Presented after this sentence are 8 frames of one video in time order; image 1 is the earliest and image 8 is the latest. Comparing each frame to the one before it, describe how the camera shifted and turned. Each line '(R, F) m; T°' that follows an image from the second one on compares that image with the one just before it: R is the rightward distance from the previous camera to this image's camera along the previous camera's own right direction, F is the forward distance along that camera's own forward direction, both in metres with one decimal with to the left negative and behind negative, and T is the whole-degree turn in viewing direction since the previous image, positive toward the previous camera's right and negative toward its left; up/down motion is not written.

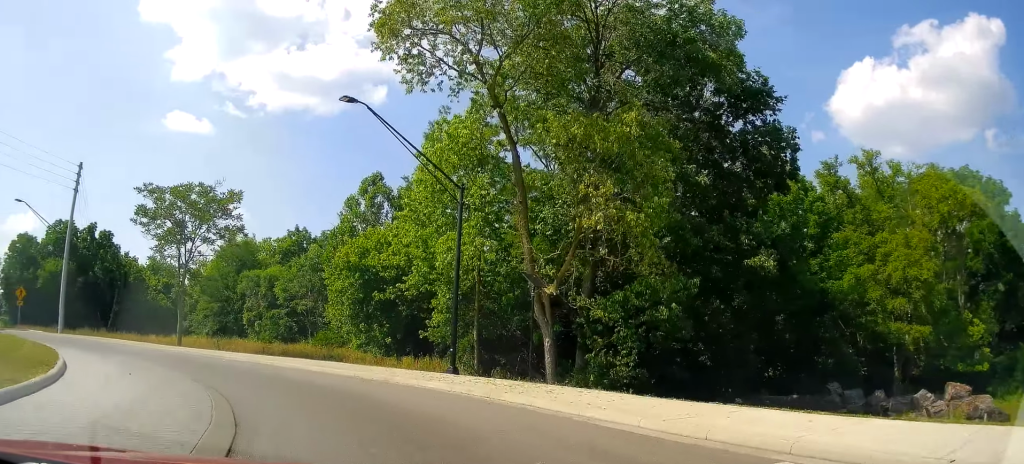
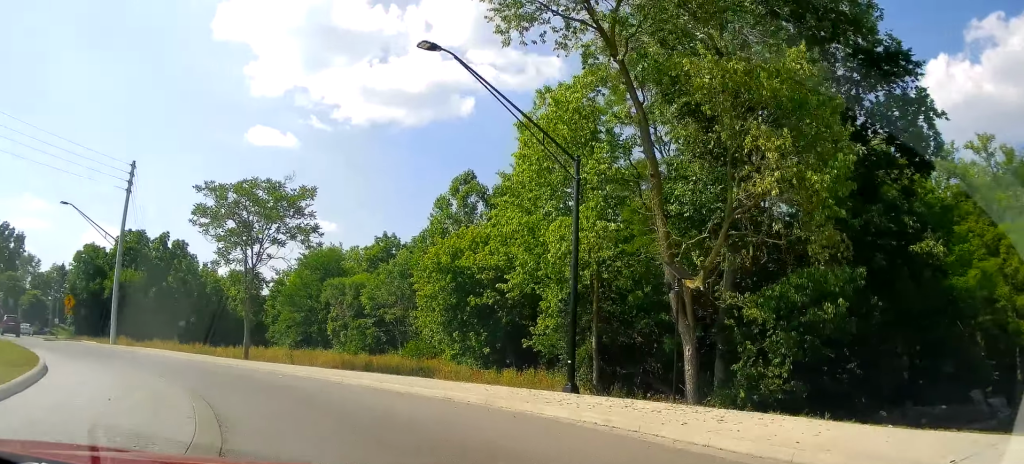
(-0.8, +4.2) m; -8°
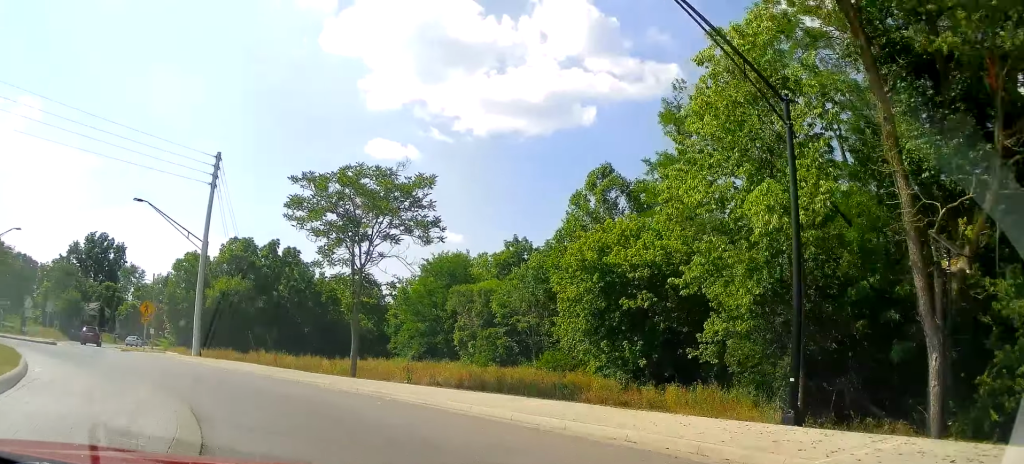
(-0.4, +4.9) m; -4°
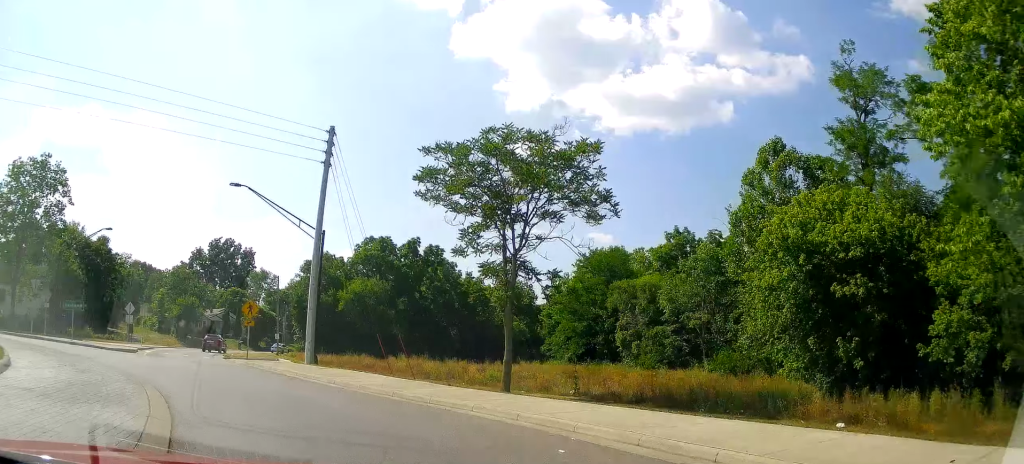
(0.0, +5.2) m; -1°
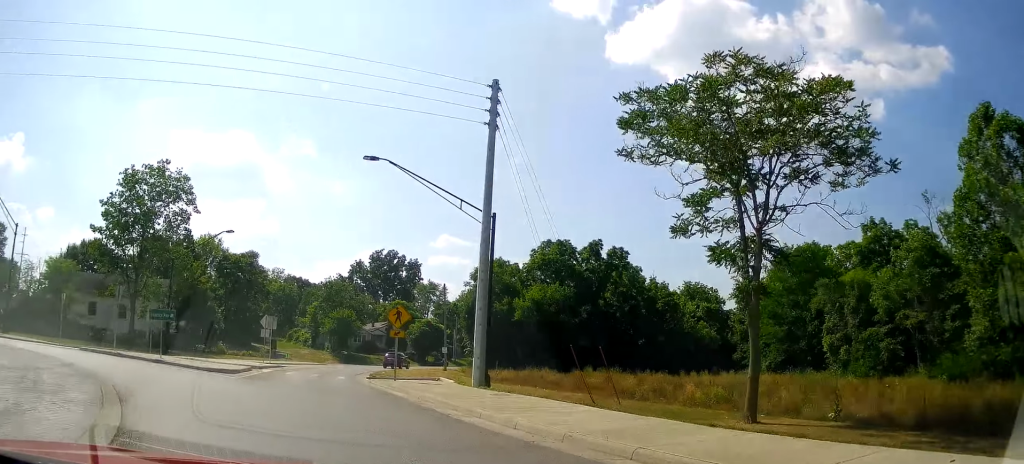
(0.0, +6.0) m; -2°
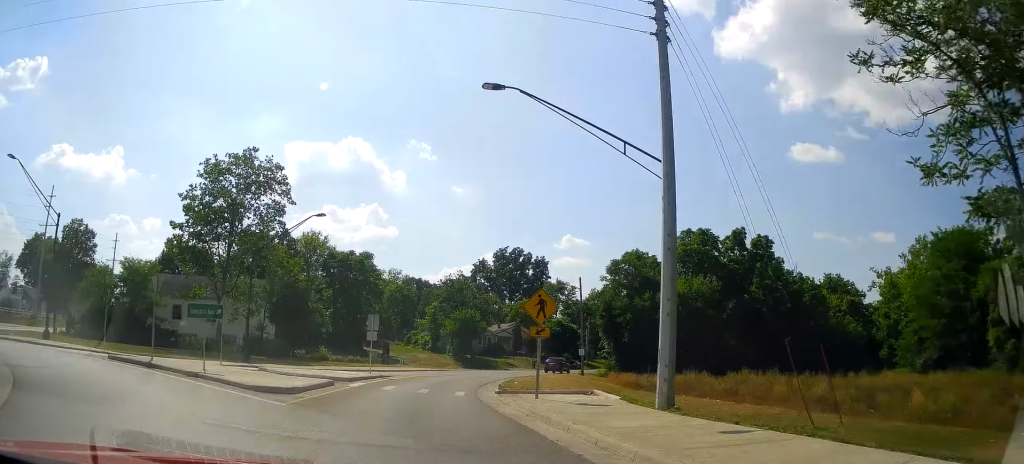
(-0.2, +6.1) m; -3°
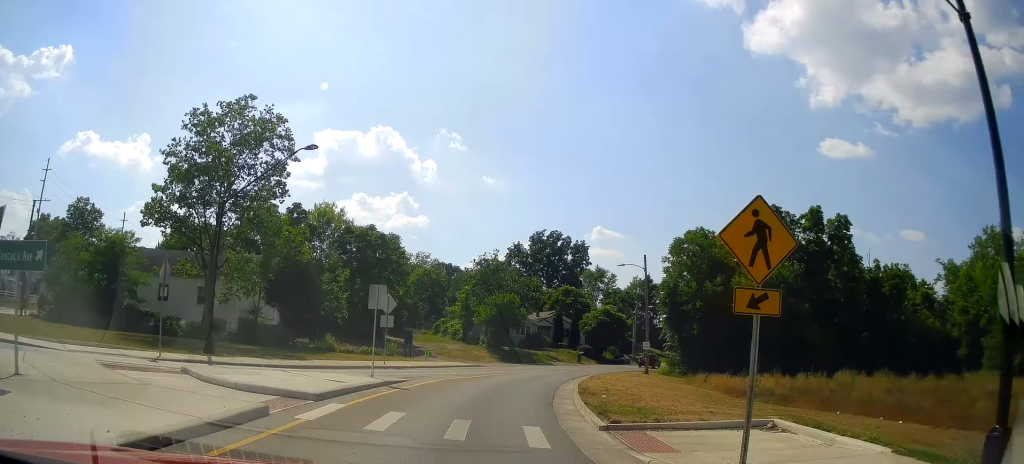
(-0.3, +9.0) m; -9°
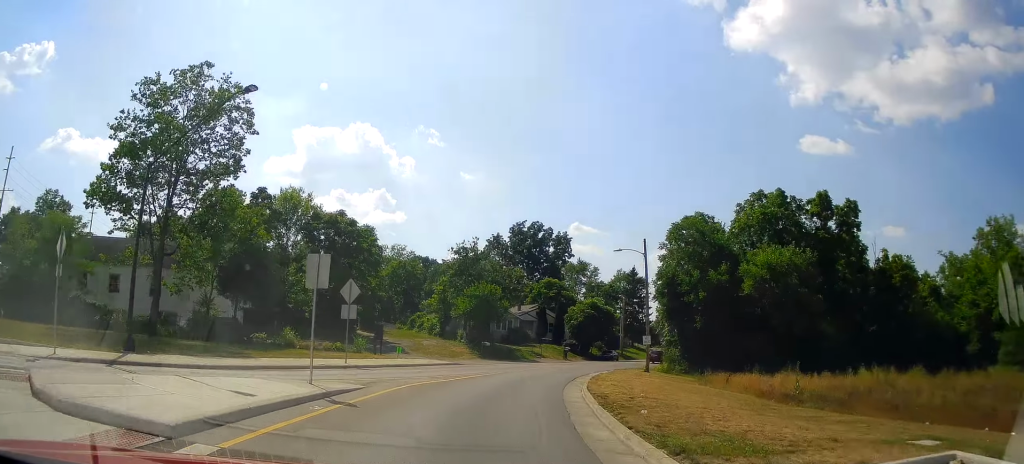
(0.0, +4.5) m; -6°
